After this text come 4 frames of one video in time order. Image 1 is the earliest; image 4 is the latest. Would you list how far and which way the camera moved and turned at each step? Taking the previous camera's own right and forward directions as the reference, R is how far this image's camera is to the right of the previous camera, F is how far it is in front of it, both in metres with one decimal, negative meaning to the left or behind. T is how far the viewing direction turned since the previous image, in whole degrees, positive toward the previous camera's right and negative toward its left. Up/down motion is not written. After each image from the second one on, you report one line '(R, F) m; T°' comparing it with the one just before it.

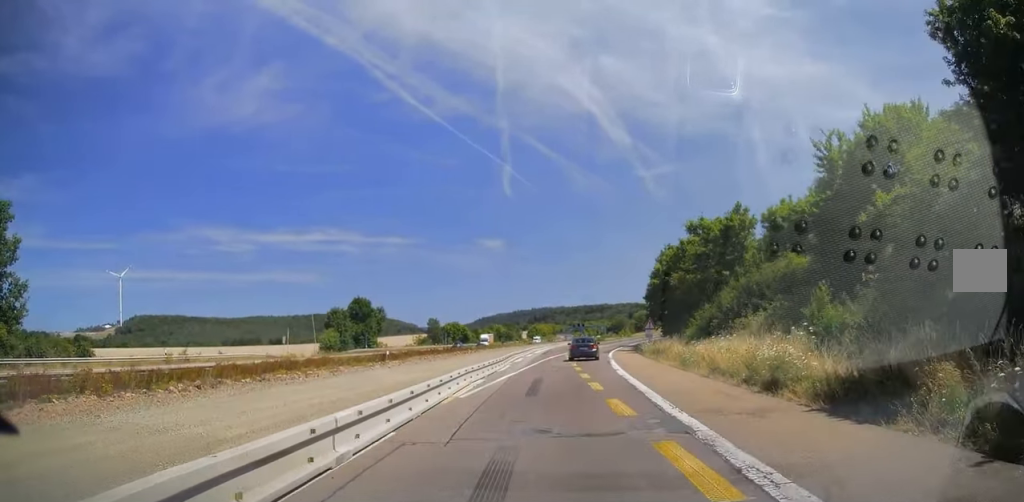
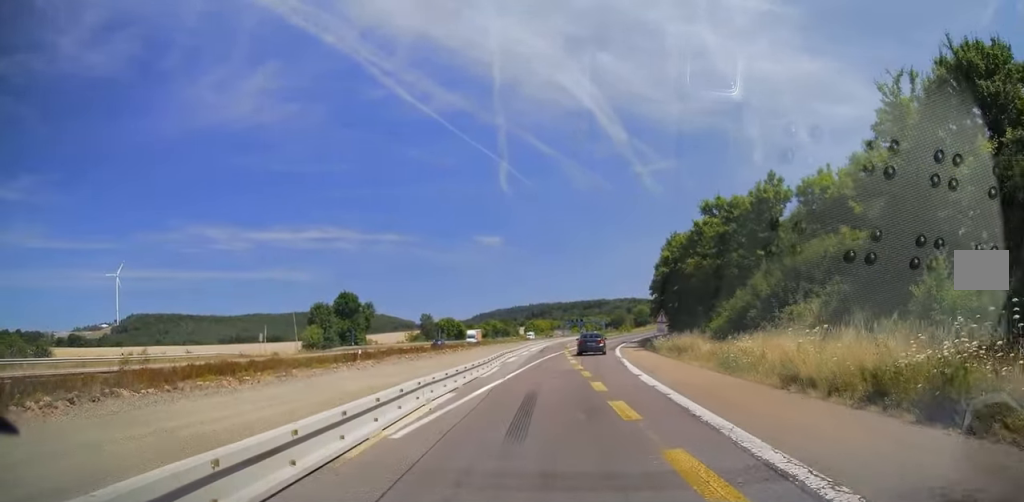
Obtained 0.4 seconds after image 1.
(+0.1, +6.4) m; +1°
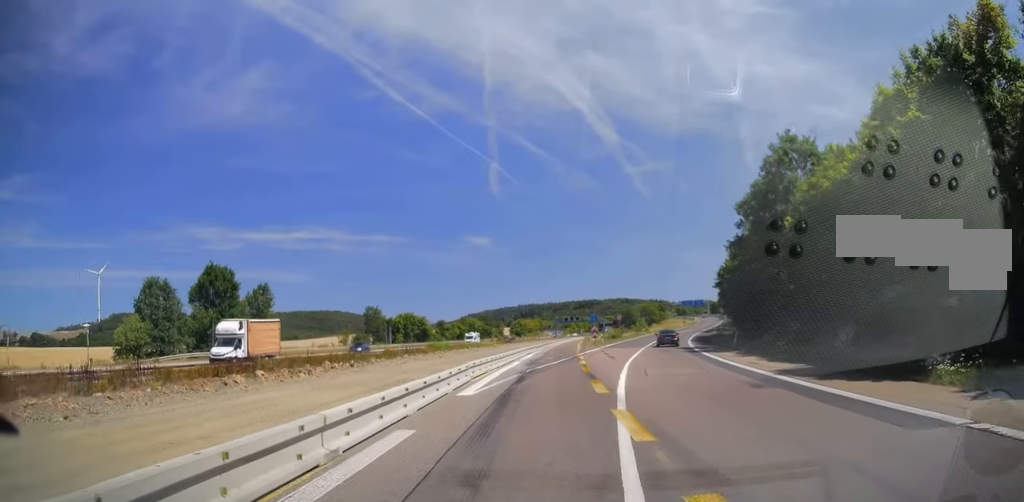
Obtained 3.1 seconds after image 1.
(+0.9, +41.5) m; +2°
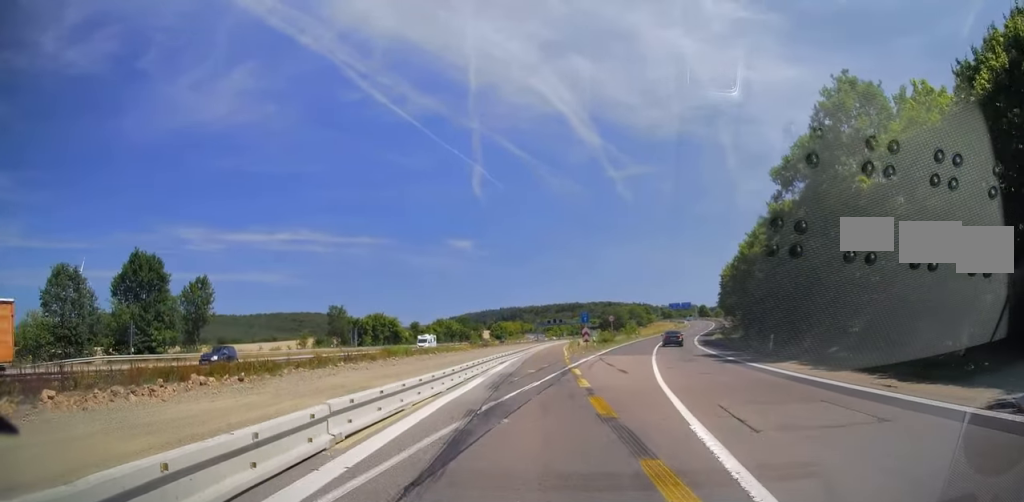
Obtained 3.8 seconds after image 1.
(0.0, +11.1) m; +1°
